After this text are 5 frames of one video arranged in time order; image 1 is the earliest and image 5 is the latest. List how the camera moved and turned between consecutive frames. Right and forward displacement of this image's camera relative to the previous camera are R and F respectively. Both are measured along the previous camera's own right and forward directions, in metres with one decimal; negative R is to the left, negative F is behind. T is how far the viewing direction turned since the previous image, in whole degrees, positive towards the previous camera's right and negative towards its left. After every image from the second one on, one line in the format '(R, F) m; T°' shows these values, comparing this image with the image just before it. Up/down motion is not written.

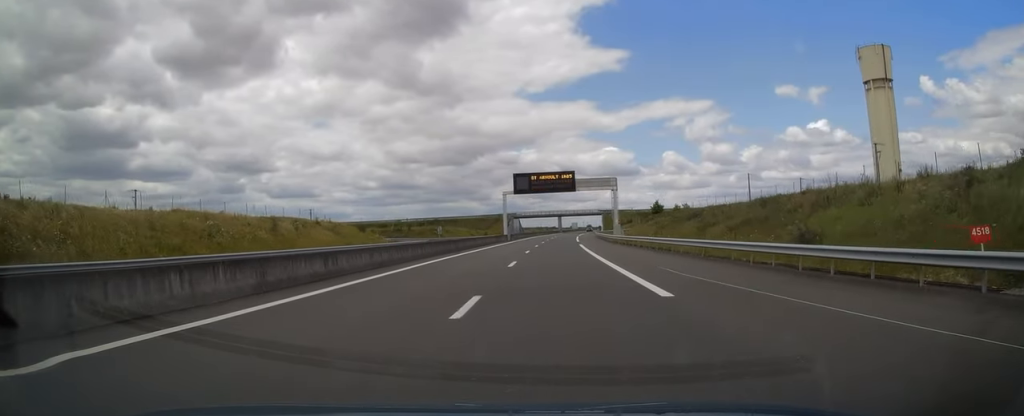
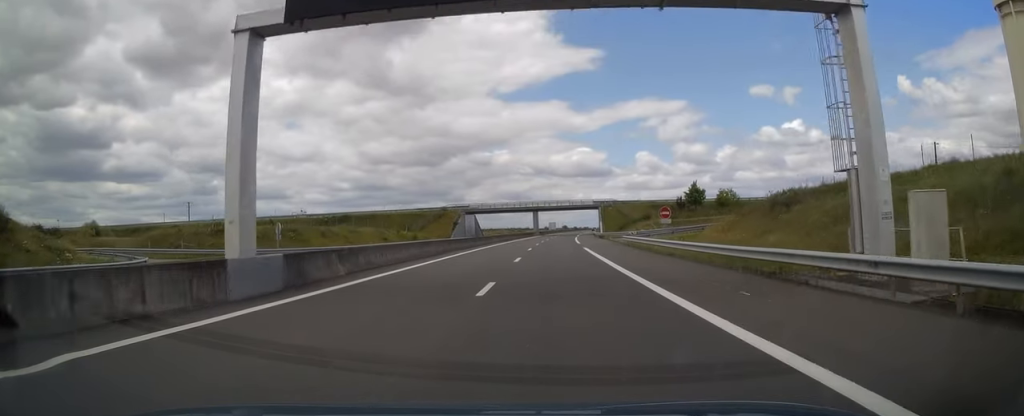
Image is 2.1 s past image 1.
(+1.2, +61.4) m; +3°
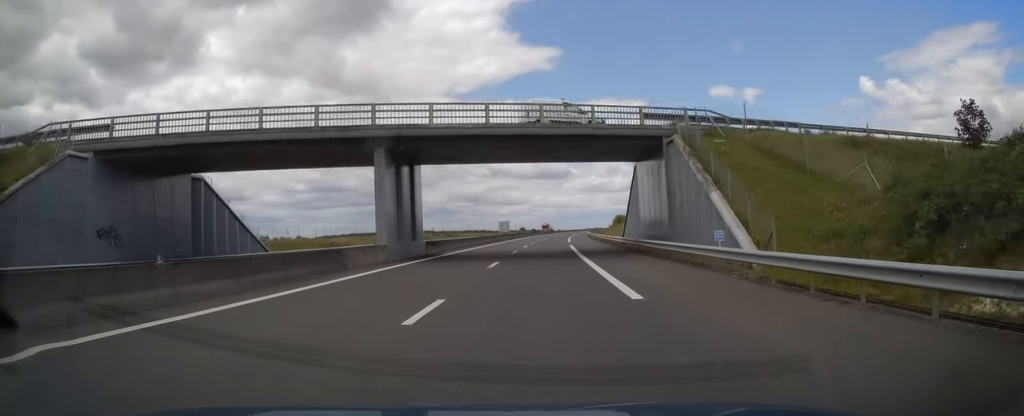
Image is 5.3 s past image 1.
(+2.9, +93.8) m; +4°
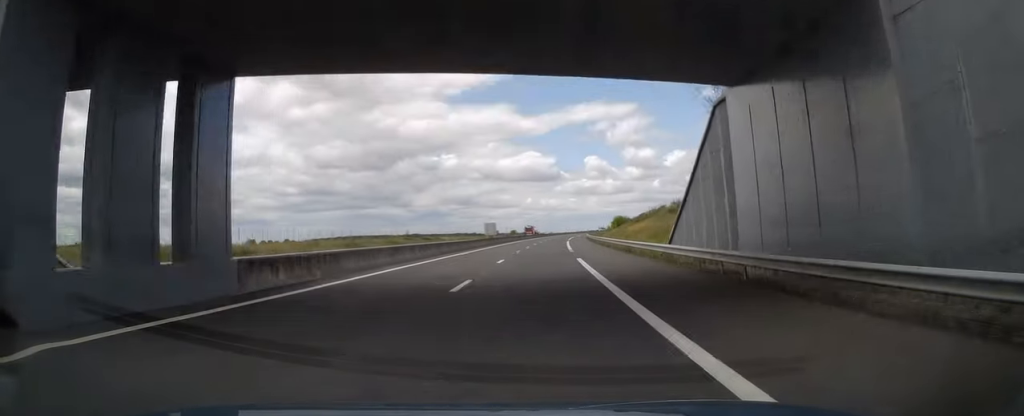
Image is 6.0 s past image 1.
(+0.3, +20.5) m; +1°
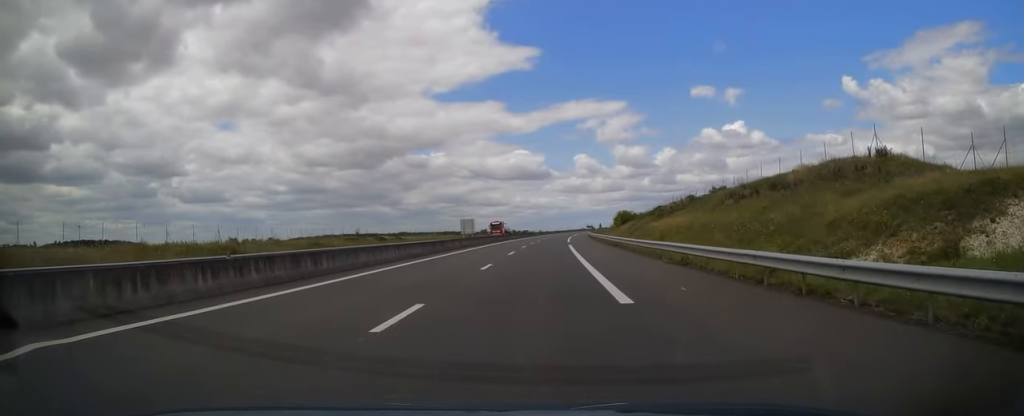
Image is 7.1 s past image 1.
(0.0, +31.8) m; +1°
